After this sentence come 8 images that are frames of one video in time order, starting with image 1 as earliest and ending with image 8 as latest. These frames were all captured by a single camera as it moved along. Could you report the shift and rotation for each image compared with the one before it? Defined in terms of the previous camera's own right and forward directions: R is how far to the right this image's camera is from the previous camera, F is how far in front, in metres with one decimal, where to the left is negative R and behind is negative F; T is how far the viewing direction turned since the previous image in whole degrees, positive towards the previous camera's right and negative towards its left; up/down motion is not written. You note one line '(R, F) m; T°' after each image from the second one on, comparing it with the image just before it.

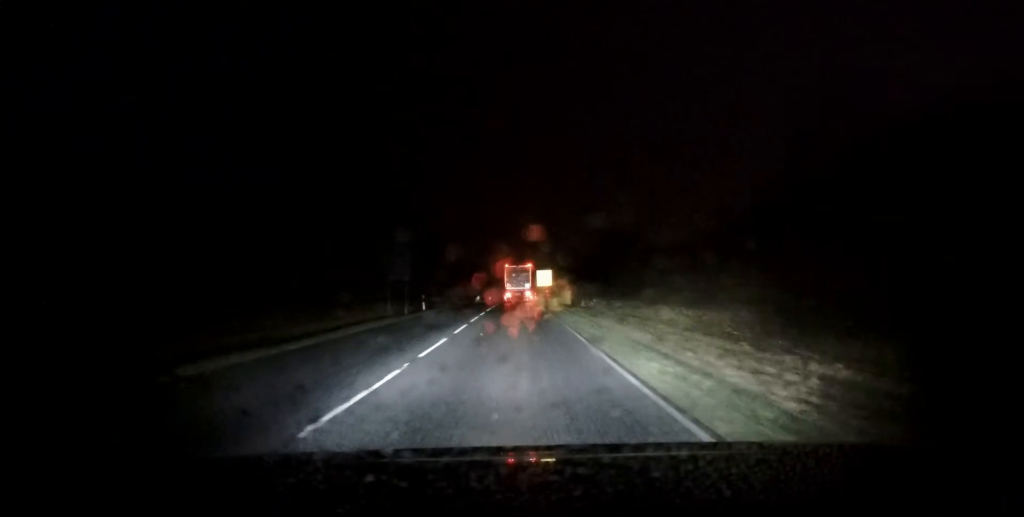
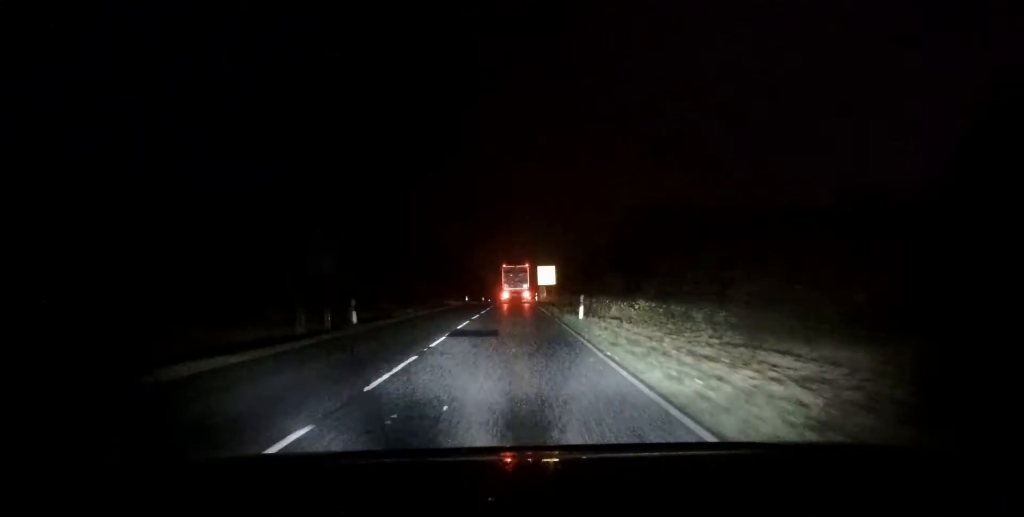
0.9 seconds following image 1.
(-0.1, +15.7) m; 0°
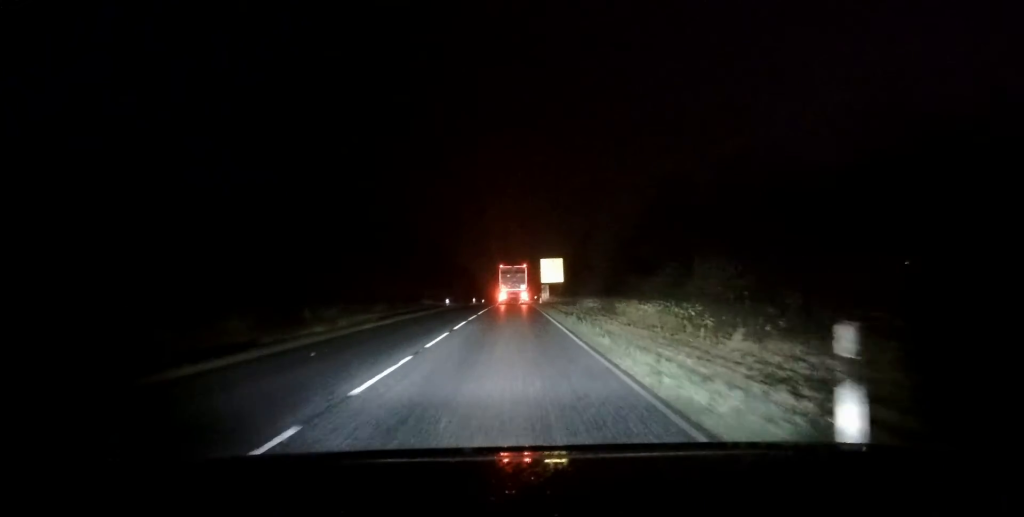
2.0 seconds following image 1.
(+0.1, +17.6) m; +1°
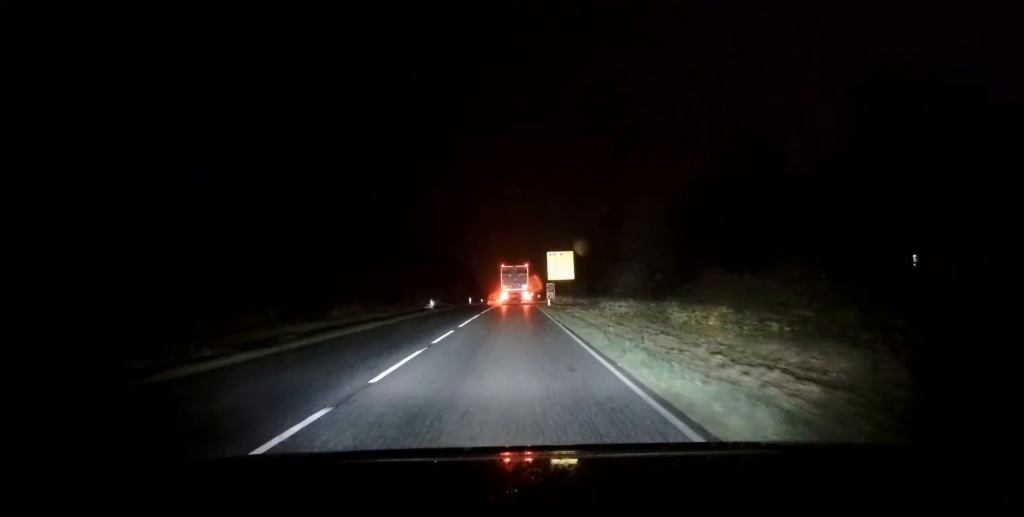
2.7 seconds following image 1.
(0.0, +10.7) m; 0°
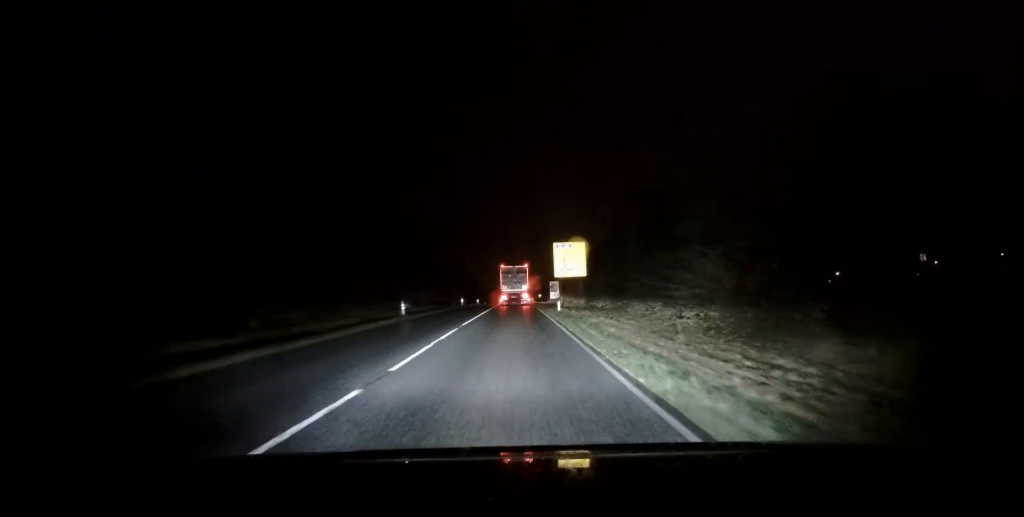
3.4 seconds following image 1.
(-0.1, +10.4) m; 0°
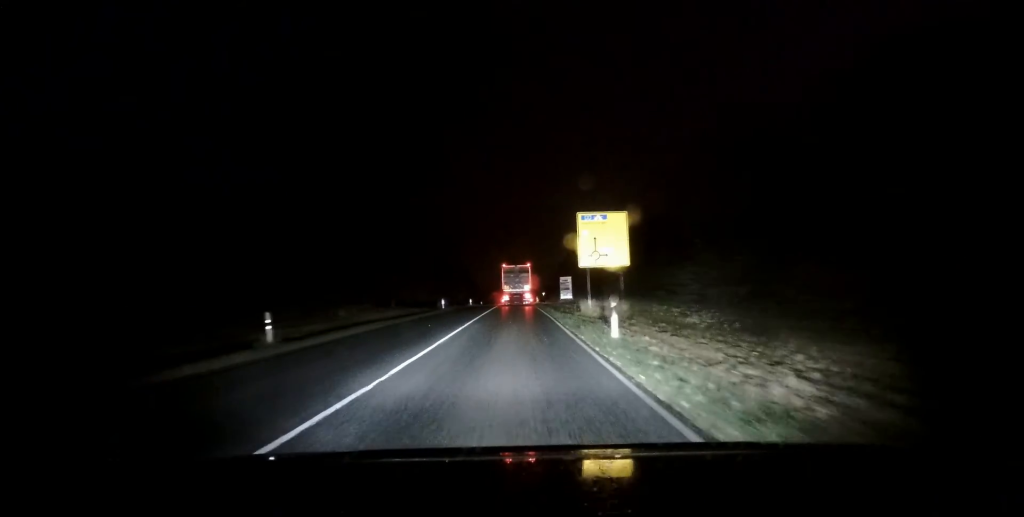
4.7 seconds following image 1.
(0.0, +17.5) m; -1°
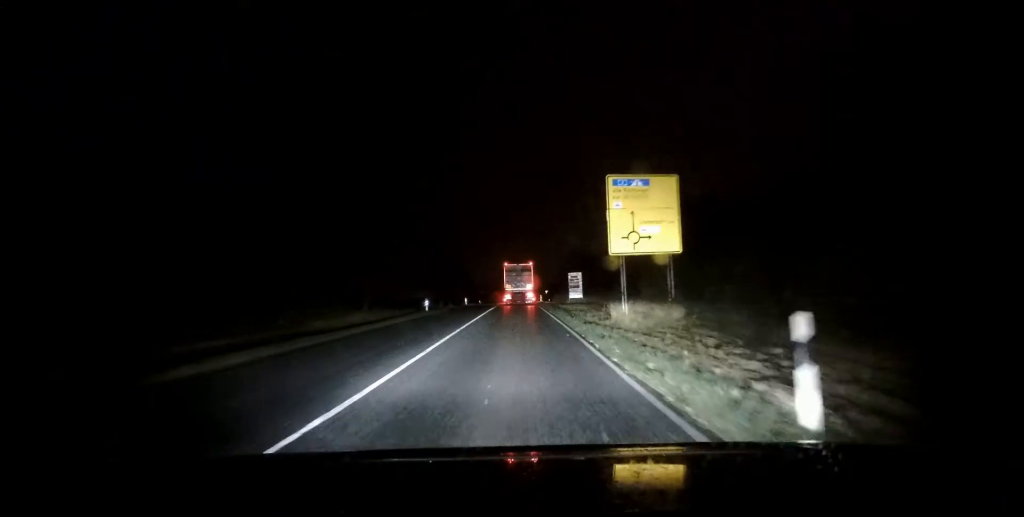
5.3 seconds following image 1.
(-0.2, +9.3) m; 0°
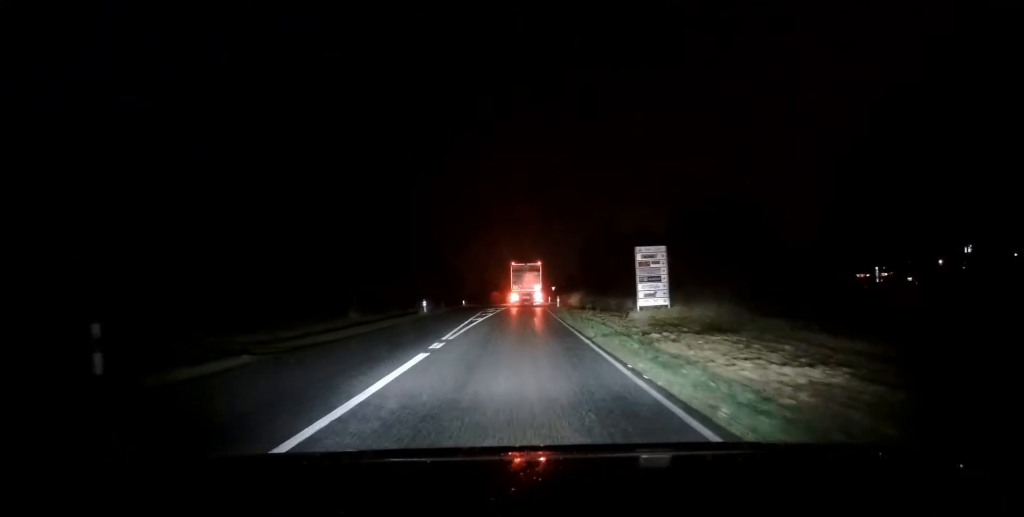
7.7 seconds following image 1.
(-0.2, +32.3) m; 0°
